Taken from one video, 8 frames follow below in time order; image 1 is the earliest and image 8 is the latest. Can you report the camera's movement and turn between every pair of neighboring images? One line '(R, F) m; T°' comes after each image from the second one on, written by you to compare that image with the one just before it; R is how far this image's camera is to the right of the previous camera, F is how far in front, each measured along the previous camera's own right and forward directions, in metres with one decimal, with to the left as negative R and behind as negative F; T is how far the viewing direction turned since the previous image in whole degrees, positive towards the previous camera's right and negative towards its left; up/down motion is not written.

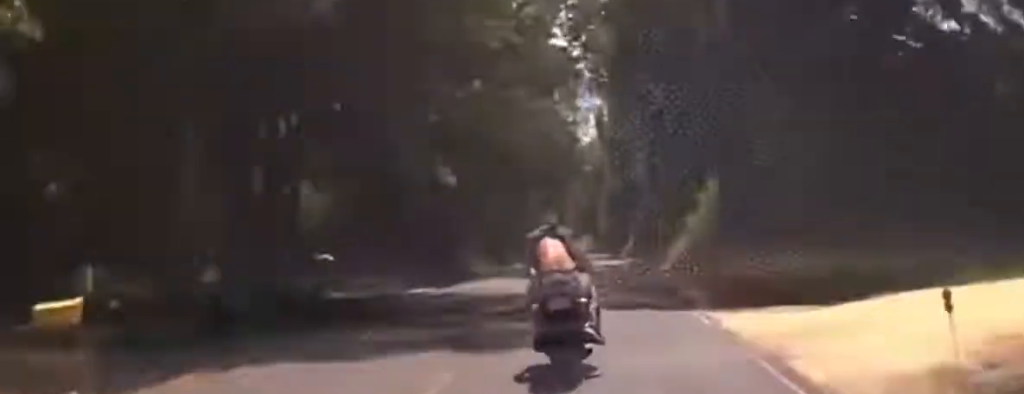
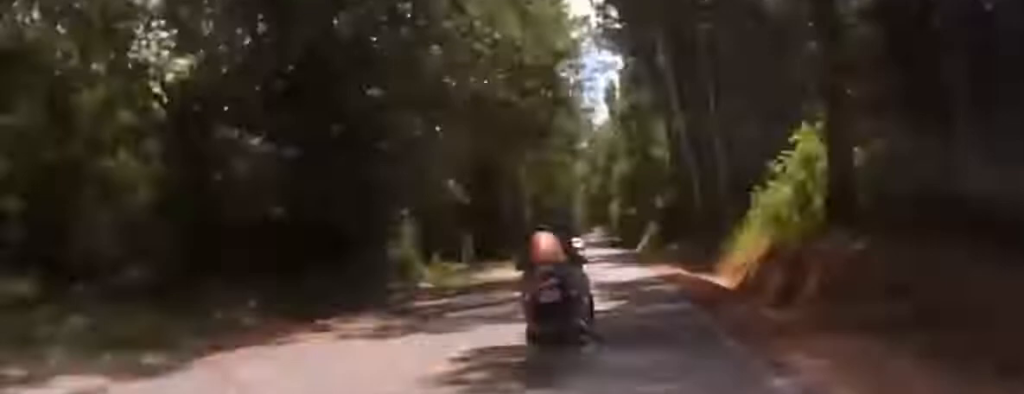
(-0.1, +22.2) m; 0°
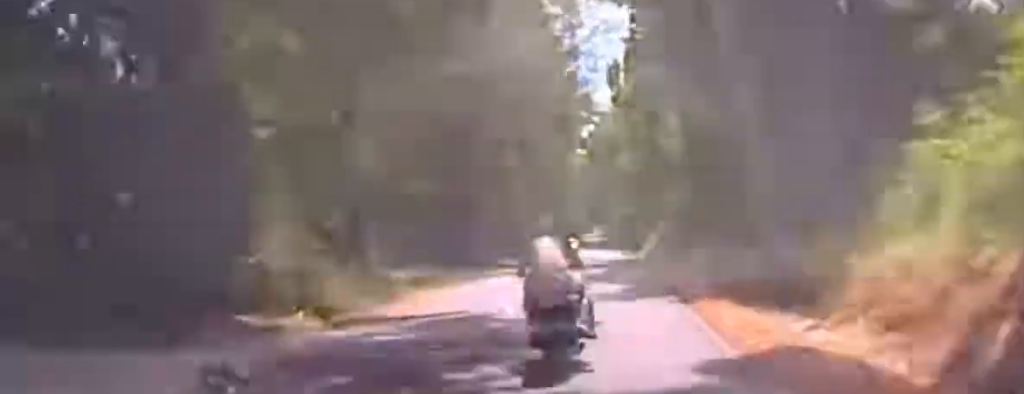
(0.0, +16.8) m; 0°
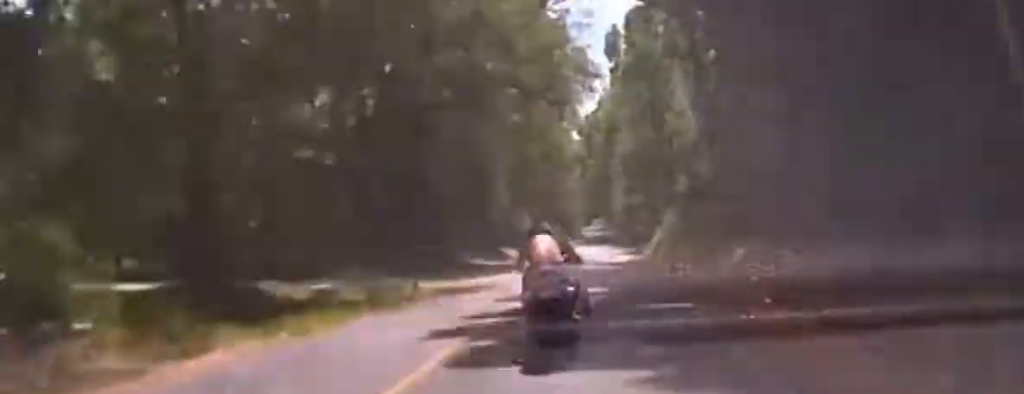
(0.0, +16.5) m; 0°
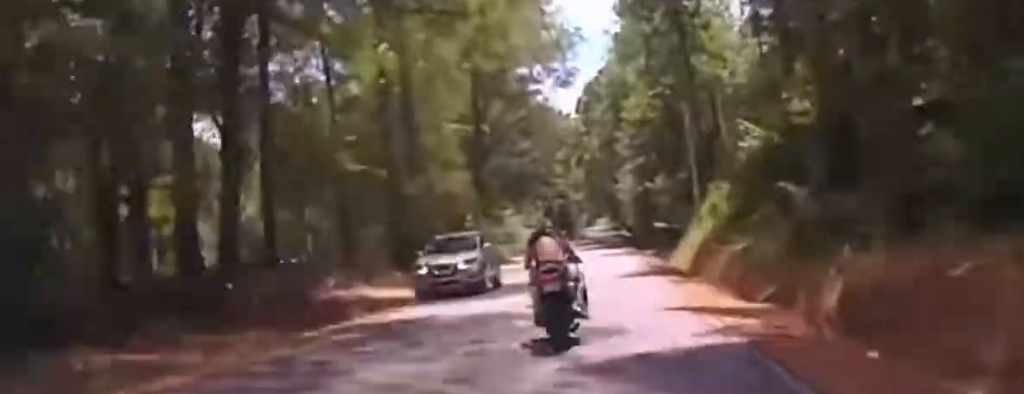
(0.0, +33.2) m; 0°
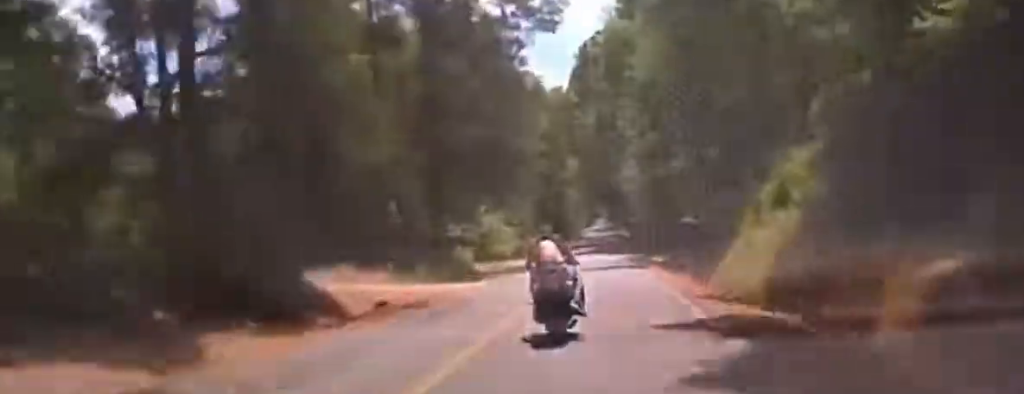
(0.0, +23.1) m; 0°
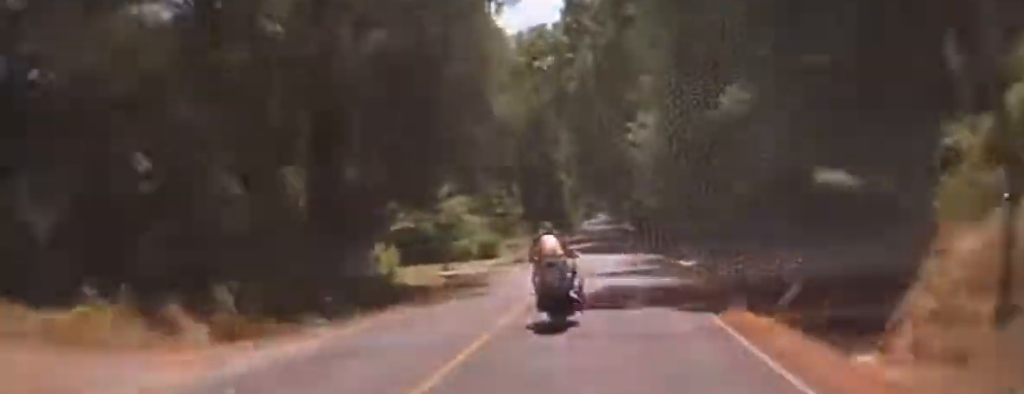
(0.0, +23.8) m; 0°
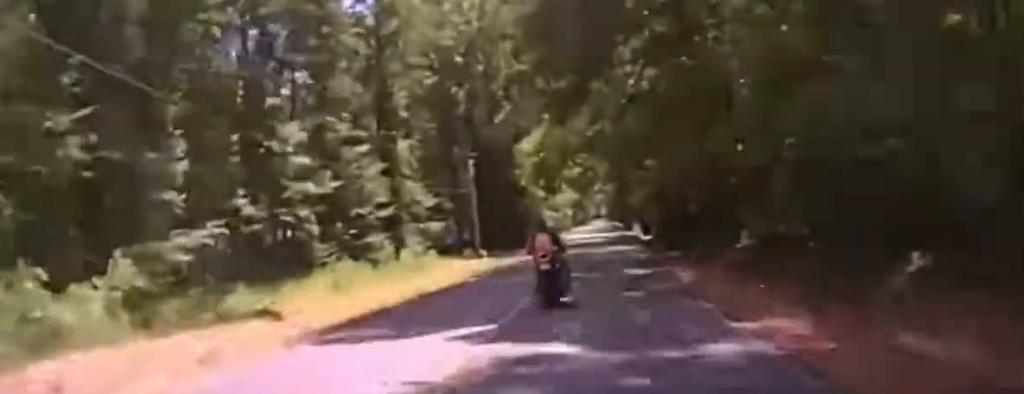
(0.0, +63.9) m; 0°
